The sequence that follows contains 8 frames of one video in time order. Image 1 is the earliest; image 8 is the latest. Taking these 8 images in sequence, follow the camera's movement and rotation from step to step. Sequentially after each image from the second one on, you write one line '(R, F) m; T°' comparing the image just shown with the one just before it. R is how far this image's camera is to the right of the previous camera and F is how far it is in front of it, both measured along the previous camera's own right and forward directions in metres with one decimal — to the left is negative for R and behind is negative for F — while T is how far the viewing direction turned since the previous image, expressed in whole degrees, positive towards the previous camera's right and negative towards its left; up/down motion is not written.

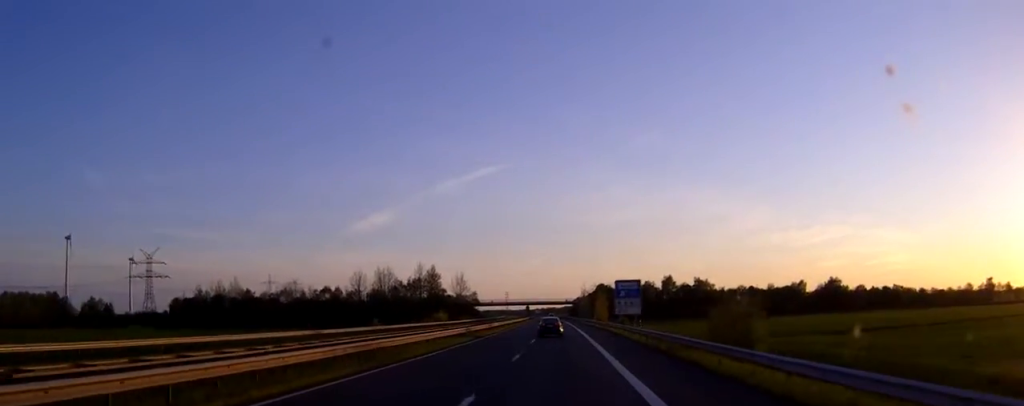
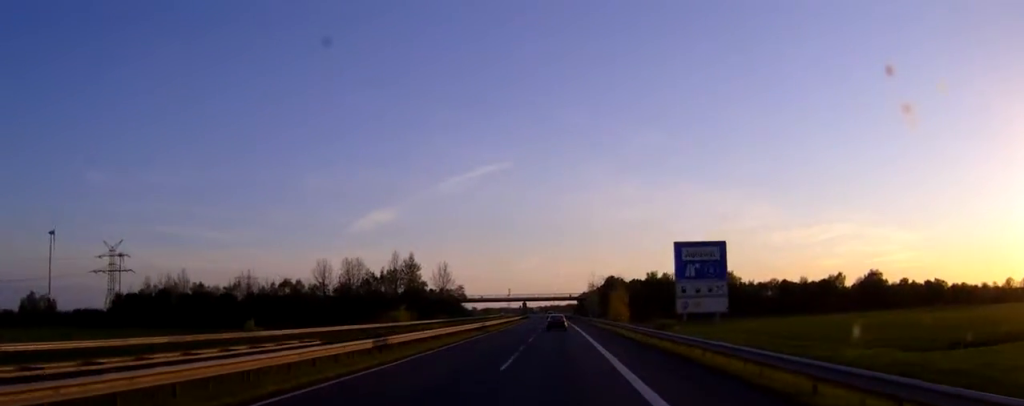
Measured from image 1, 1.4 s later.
(-0.1, +41.7) m; 0°
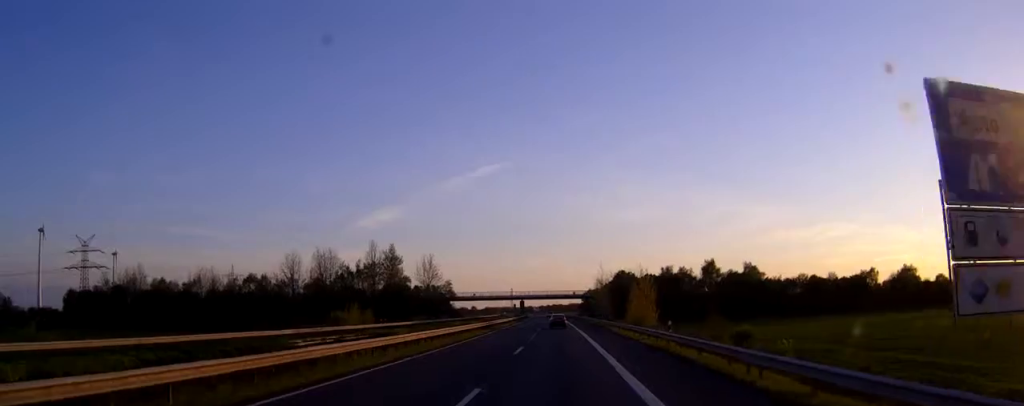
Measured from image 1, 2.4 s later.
(-0.1, +28.0) m; 0°
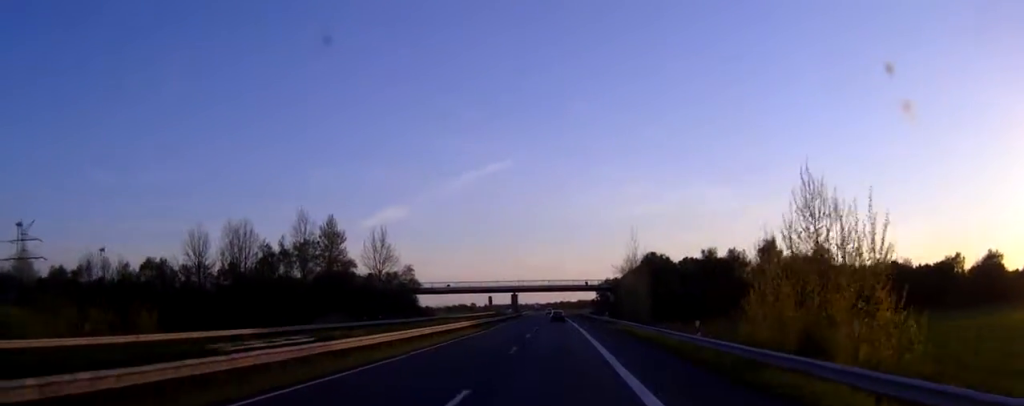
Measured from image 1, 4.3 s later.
(-0.3, +55.1) m; -1°
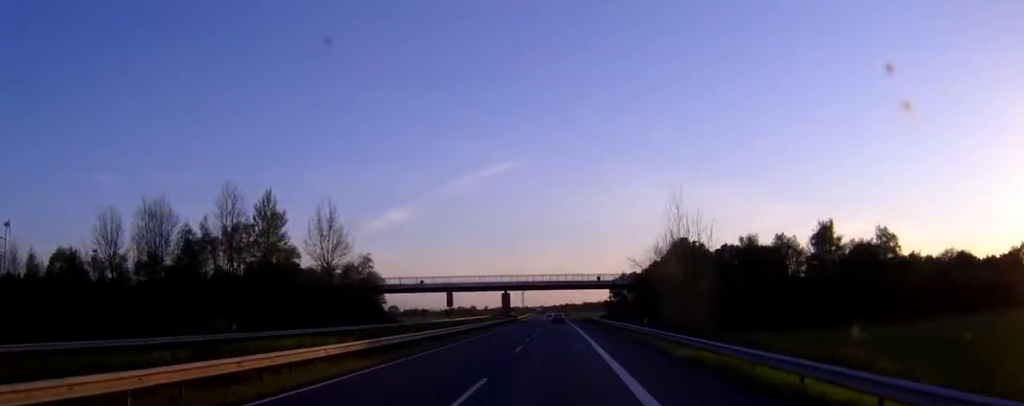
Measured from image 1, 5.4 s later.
(-0.1, +31.9) m; 0°
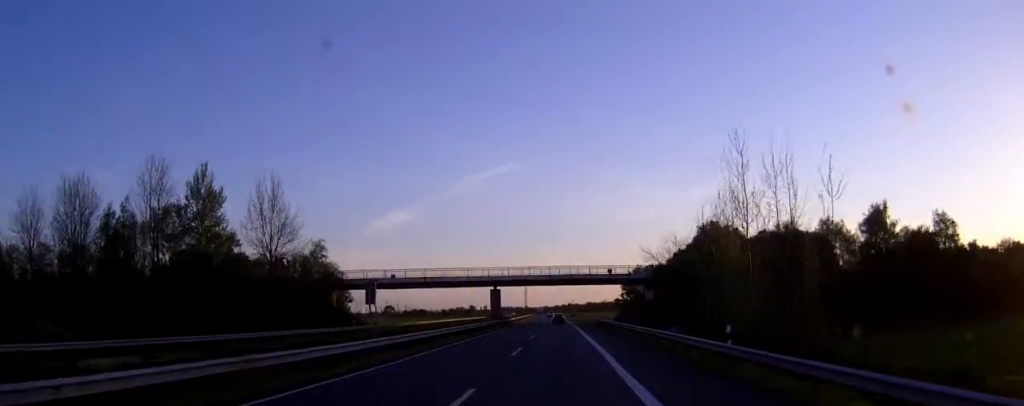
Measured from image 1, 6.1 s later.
(0.0, +21.2) m; 0°
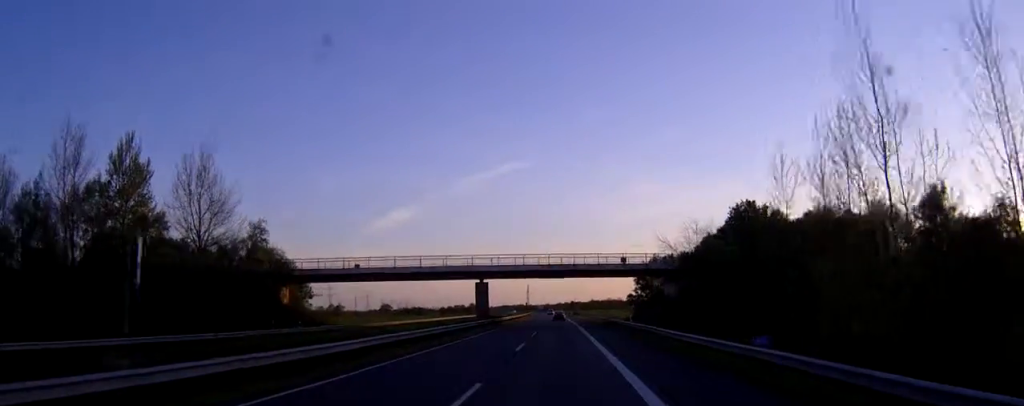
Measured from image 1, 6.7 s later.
(0.0, +17.4) m; 0°
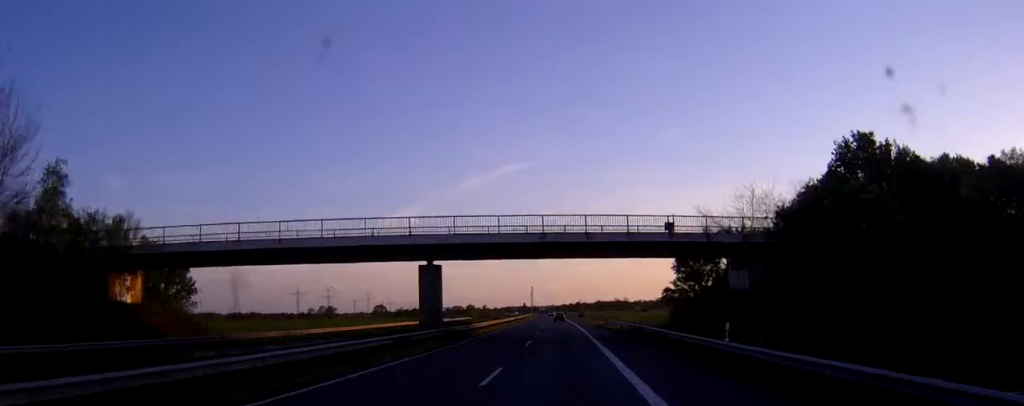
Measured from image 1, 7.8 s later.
(-0.1, +29.9) m; -1°
